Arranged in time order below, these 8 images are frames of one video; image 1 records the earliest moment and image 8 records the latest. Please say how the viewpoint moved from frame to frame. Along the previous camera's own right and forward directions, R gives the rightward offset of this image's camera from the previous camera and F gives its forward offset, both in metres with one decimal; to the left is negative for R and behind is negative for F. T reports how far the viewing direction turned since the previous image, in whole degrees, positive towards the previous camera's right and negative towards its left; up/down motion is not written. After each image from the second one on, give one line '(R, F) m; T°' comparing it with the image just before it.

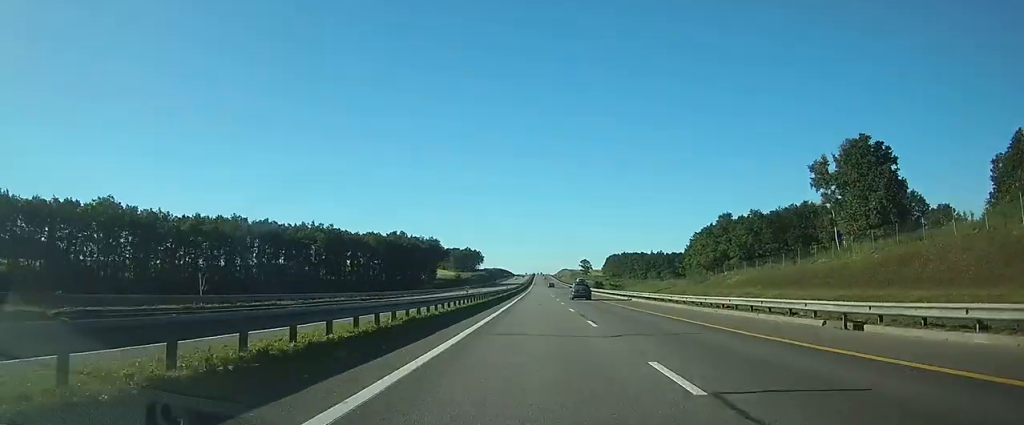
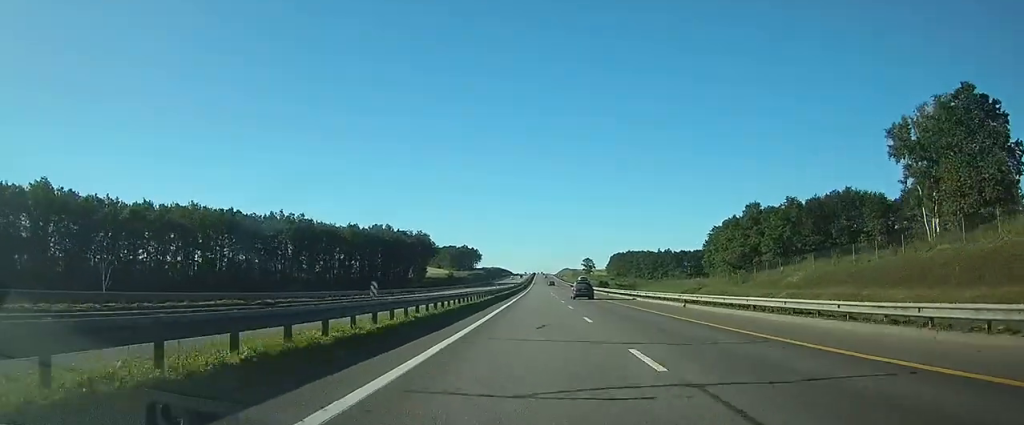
(0.0, +22.1) m; 0°
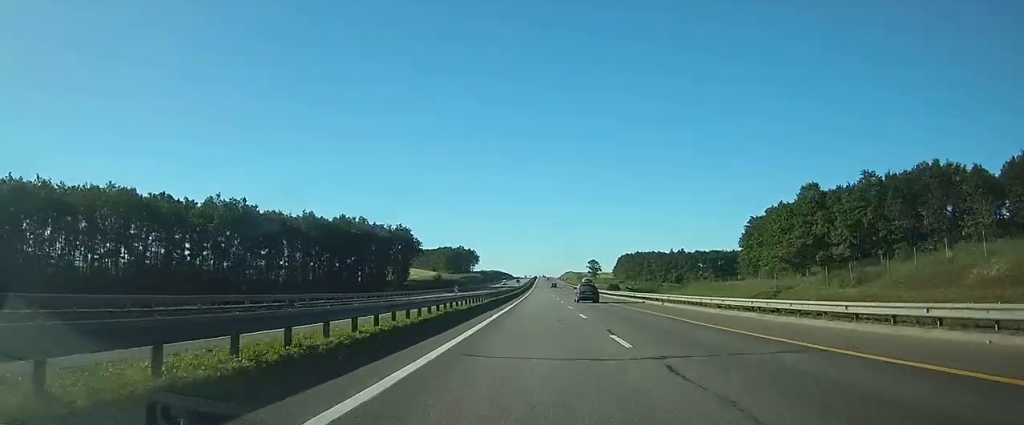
(0.0, +32.0) m; 0°
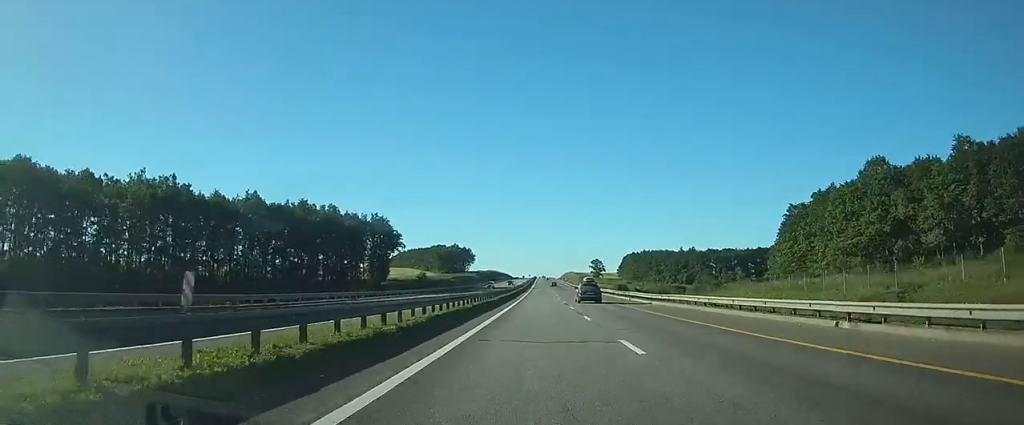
(0.0, +25.3) m; 0°
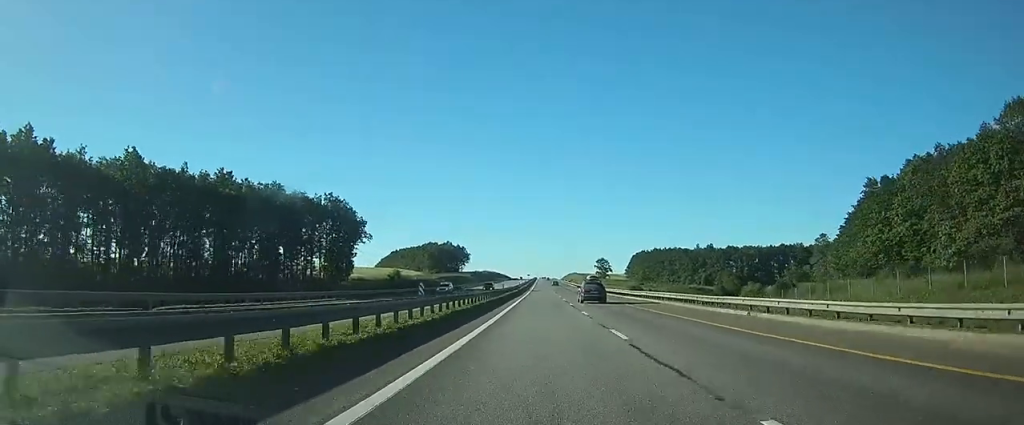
(0.0, +32.8) m; 0°
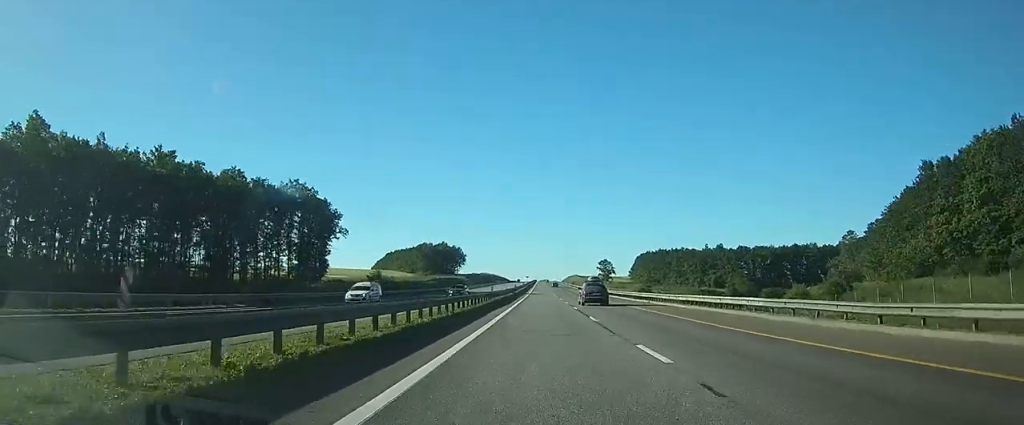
(0.0, +16.4) m; 0°
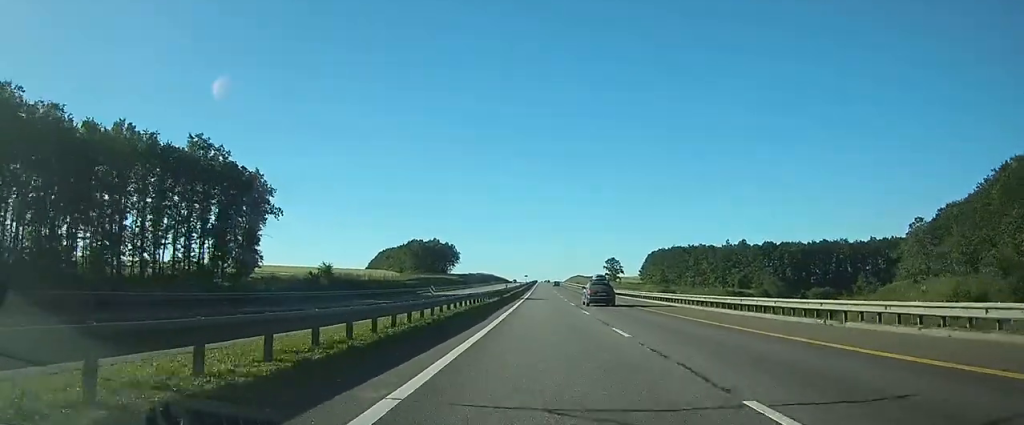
(0.0, +30.3) m; 0°
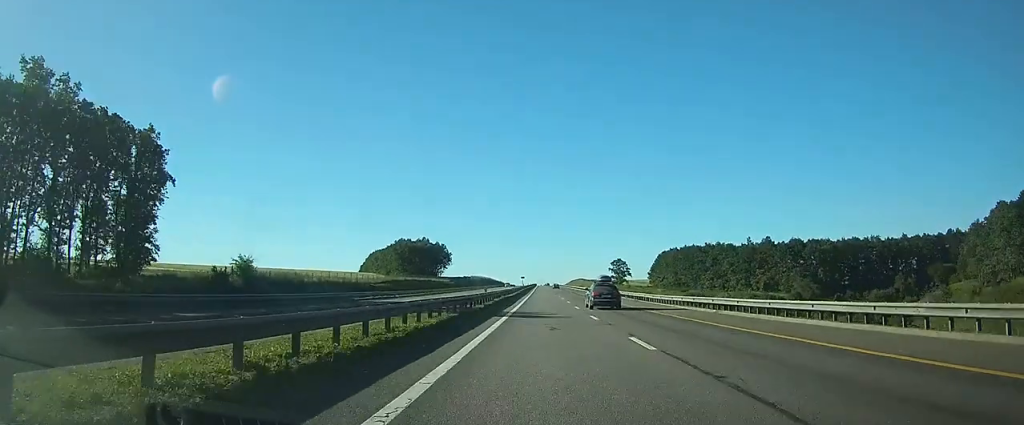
(0.0, +26.8) m; 0°
